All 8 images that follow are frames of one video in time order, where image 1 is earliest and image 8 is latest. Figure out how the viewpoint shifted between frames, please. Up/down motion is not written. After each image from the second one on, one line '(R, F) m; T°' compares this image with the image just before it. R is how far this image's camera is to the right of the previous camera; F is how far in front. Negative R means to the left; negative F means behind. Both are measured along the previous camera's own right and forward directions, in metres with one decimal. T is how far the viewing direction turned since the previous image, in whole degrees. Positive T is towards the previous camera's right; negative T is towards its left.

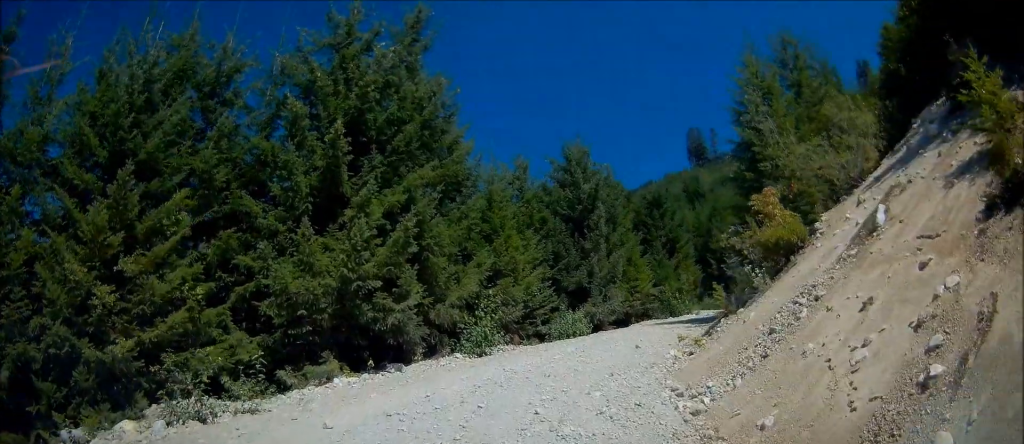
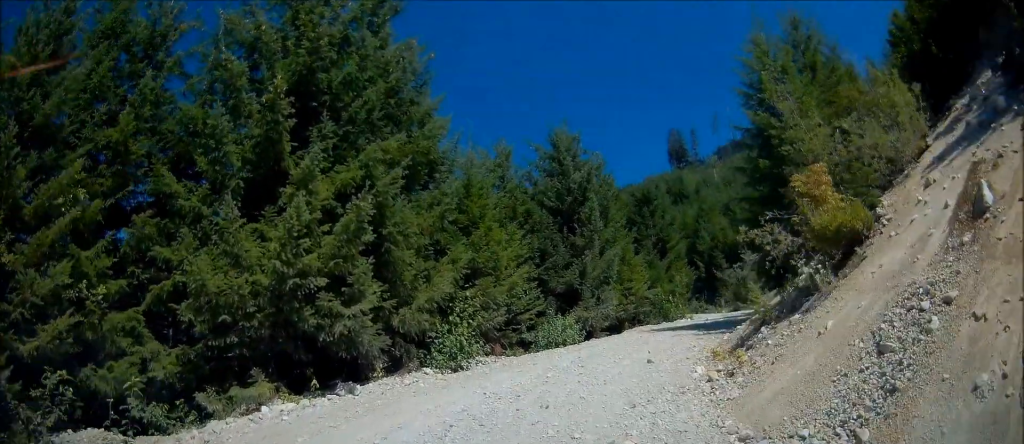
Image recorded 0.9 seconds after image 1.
(+0.3, +2.8) m; 0°
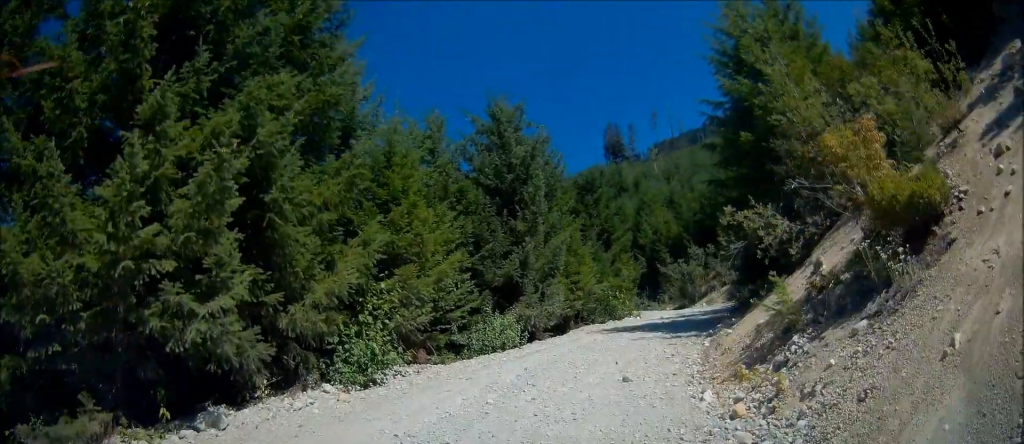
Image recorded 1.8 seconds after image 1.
(-0.4, +3.2) m; +1°
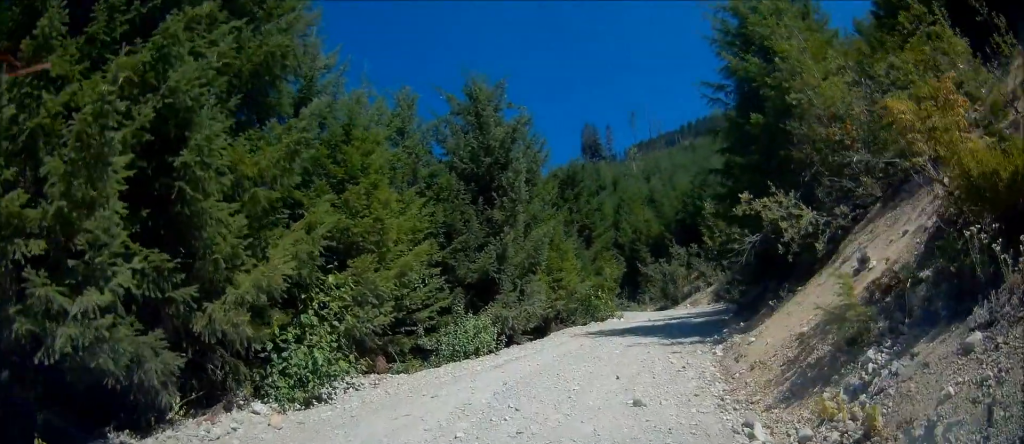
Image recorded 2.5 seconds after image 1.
(+0.2, +2.2) m; +12°
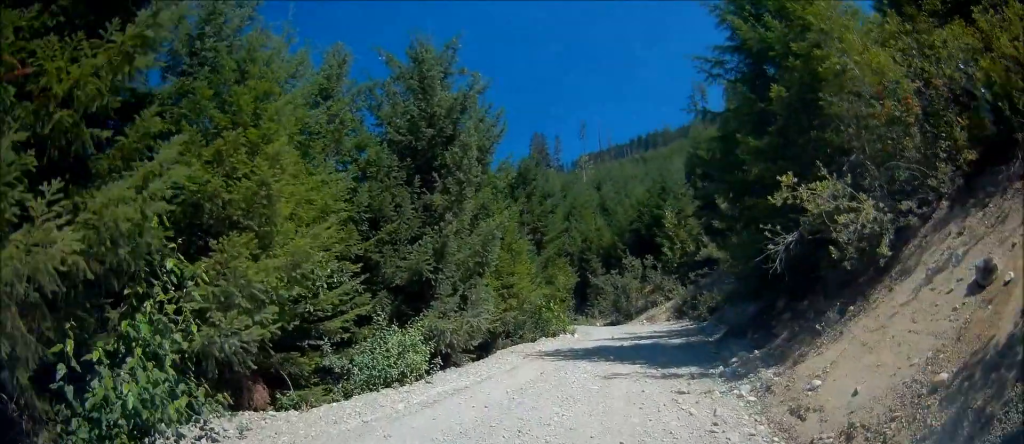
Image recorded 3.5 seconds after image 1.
(+0.7, +3.6) m; +7°
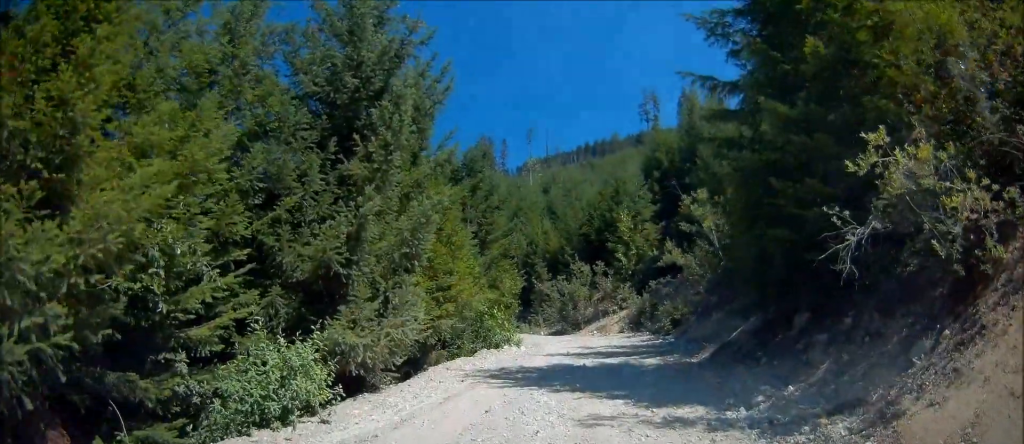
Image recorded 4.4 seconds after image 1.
(-0.2, +3.3) m; 0°
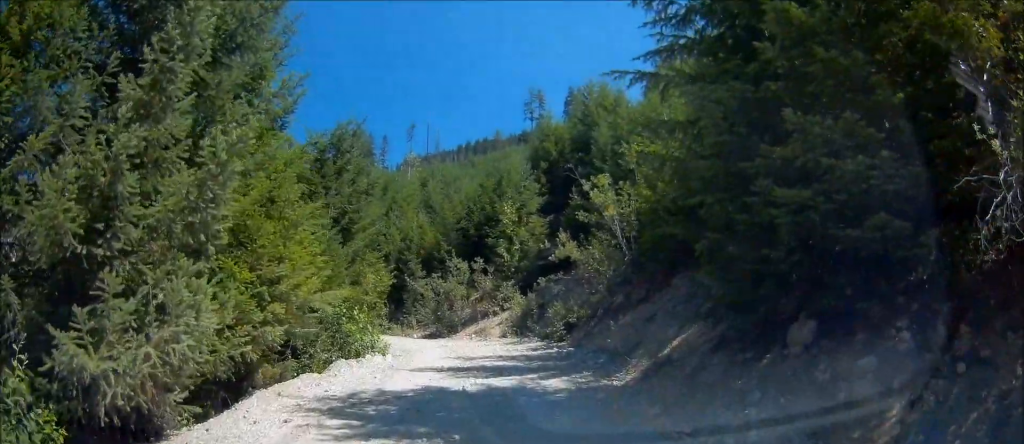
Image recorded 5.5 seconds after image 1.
(+0.2, +3.9) m; +9°
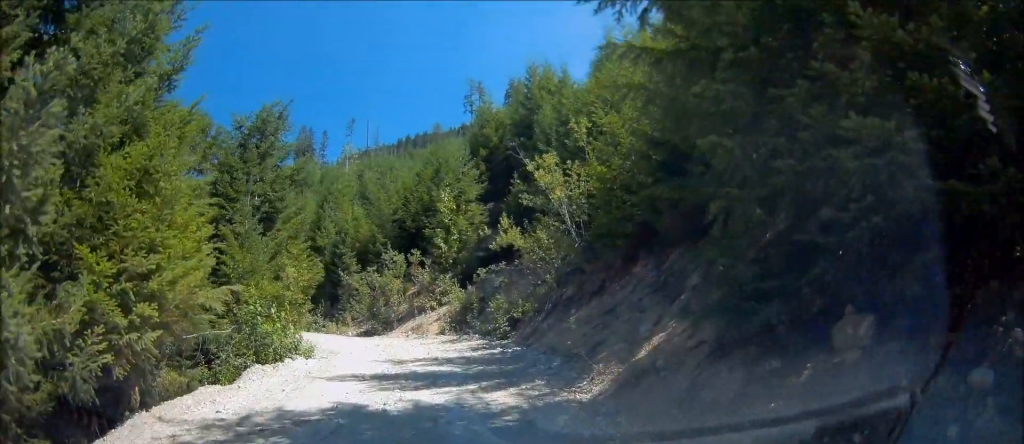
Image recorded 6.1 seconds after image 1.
(+0.2, +2.2) m; +7°
